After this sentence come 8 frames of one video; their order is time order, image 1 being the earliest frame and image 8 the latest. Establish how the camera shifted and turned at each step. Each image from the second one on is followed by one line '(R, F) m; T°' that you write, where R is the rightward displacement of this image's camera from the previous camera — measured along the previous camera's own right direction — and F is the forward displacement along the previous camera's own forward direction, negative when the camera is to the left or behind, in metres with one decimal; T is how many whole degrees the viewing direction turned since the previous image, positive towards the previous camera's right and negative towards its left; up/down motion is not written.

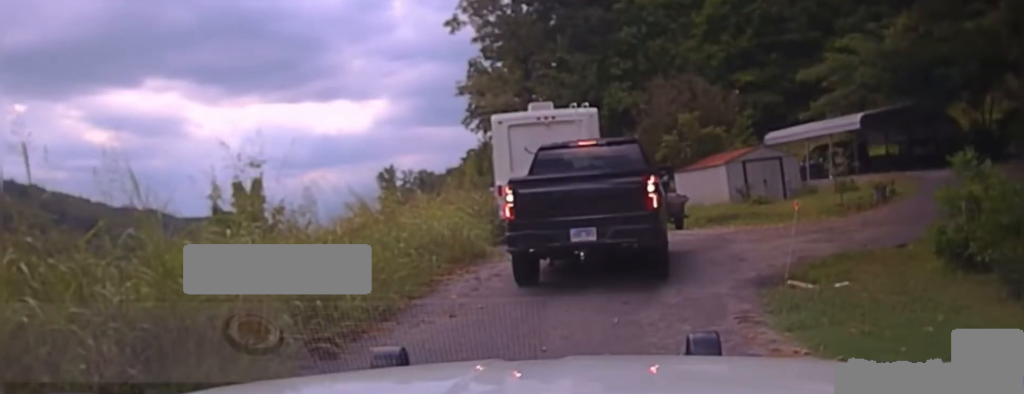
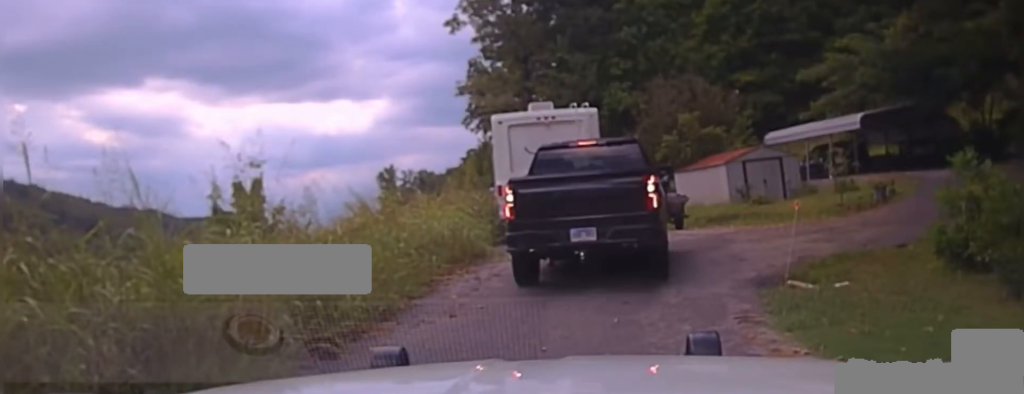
(0.0, 0.0) m; 0°
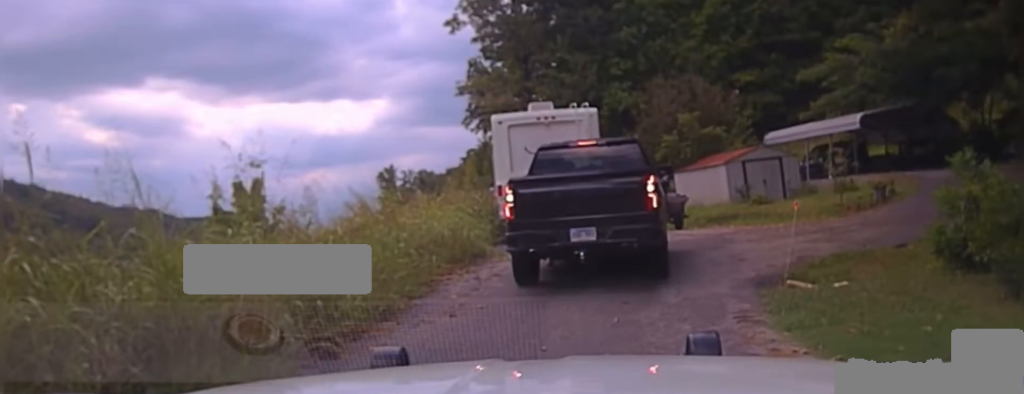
(0.0, 0.0) m; 0°
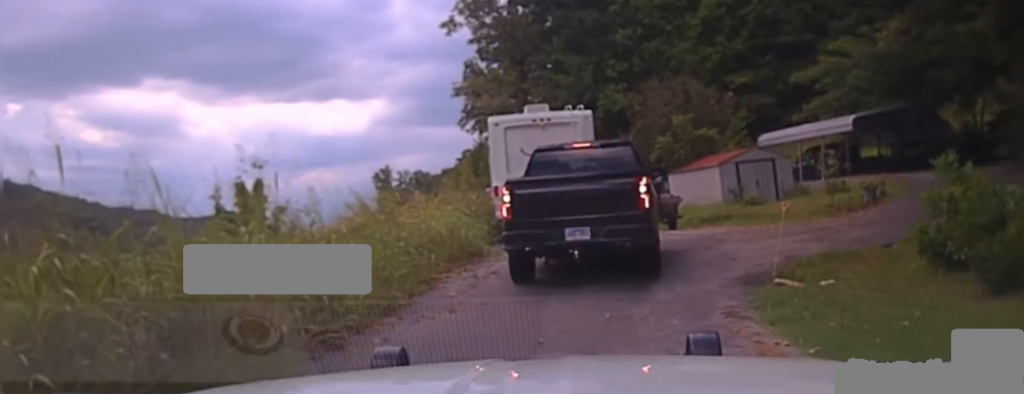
(-0.1, +0.2) m; 0°
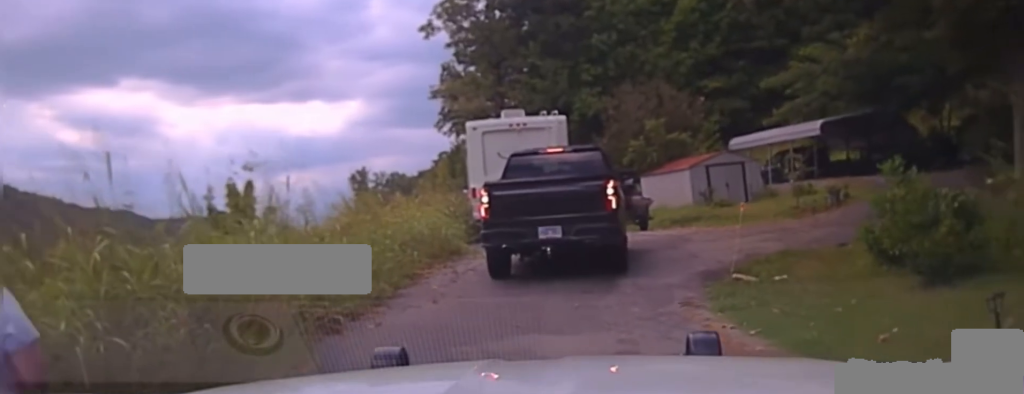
(0.0, +0.4) m; 0°
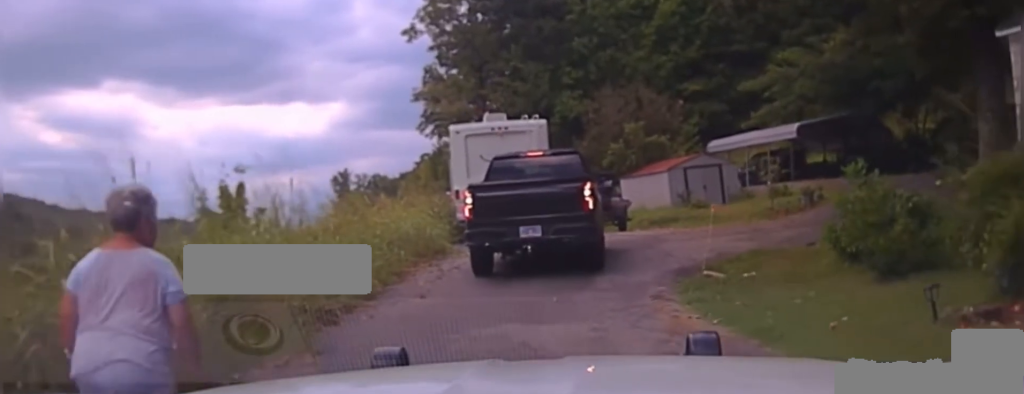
(0.0, +0.3) m; 0°
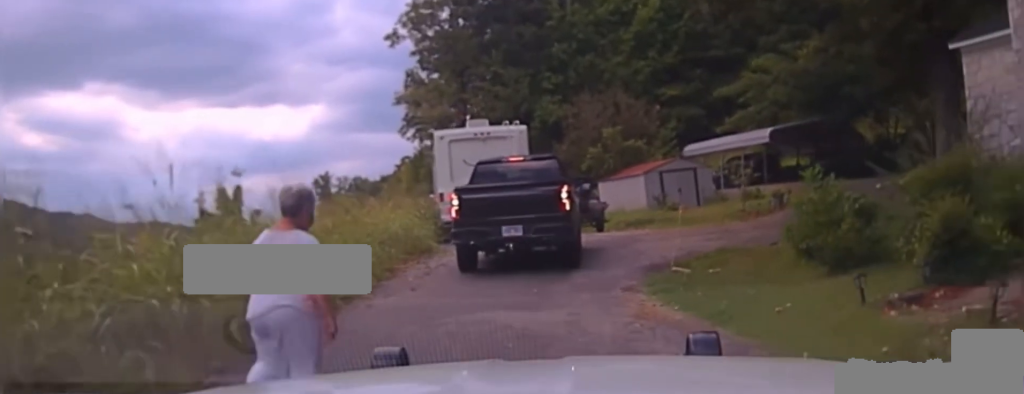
(0.0, +0.5) m; 0°
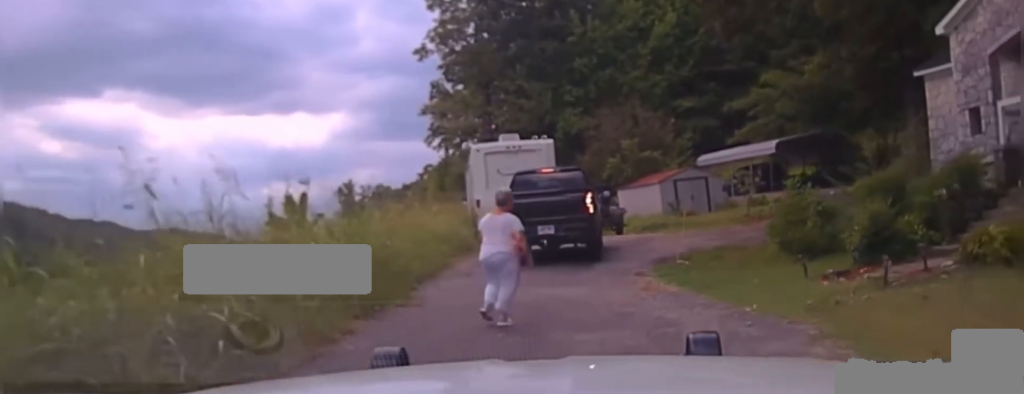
(0.0, +1.9) m; -3°
